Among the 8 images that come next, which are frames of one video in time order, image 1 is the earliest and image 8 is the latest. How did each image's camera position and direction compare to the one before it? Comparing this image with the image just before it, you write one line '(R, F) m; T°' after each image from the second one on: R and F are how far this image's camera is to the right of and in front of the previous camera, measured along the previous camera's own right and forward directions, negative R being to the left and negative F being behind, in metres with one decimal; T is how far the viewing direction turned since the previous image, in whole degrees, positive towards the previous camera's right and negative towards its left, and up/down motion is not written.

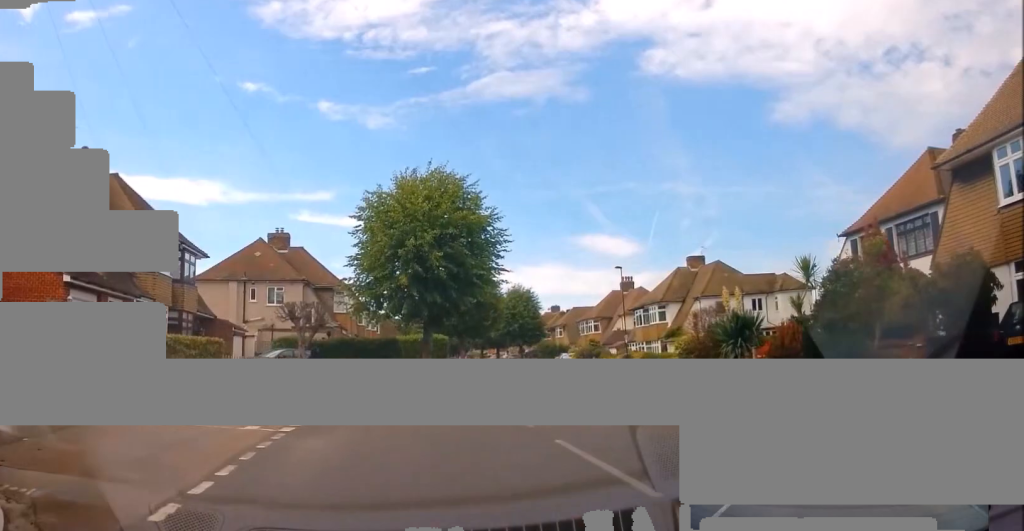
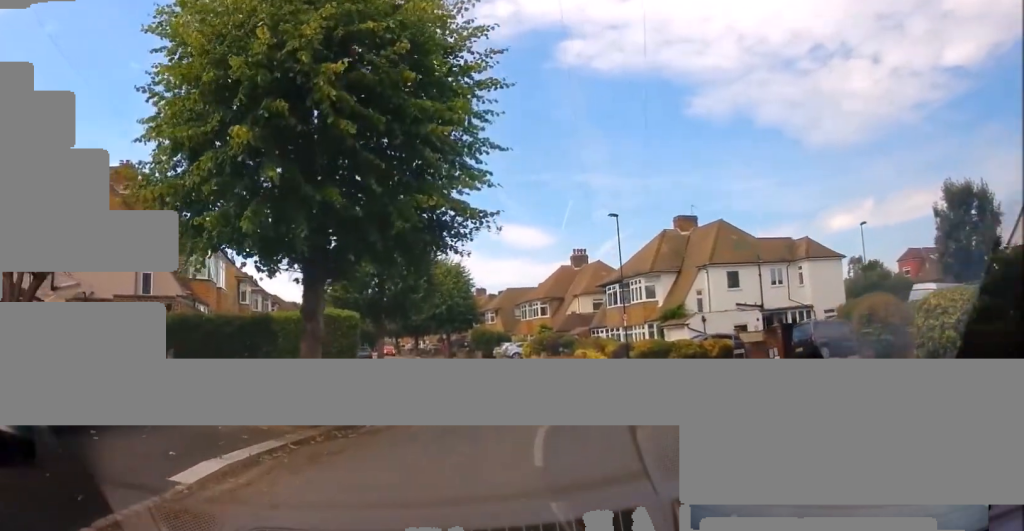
(+1.3, +15.5) m; +9°
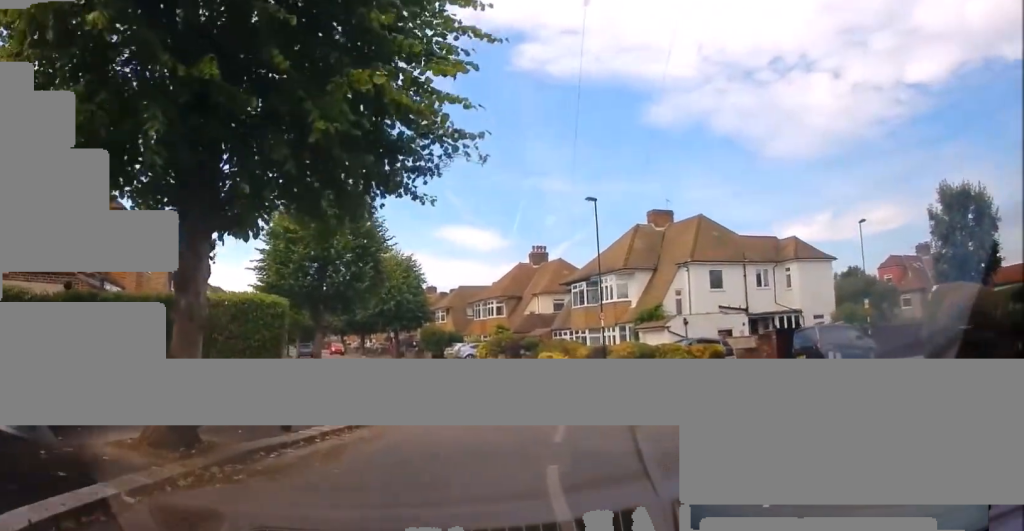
(+0.1, +4.0) m; +2°
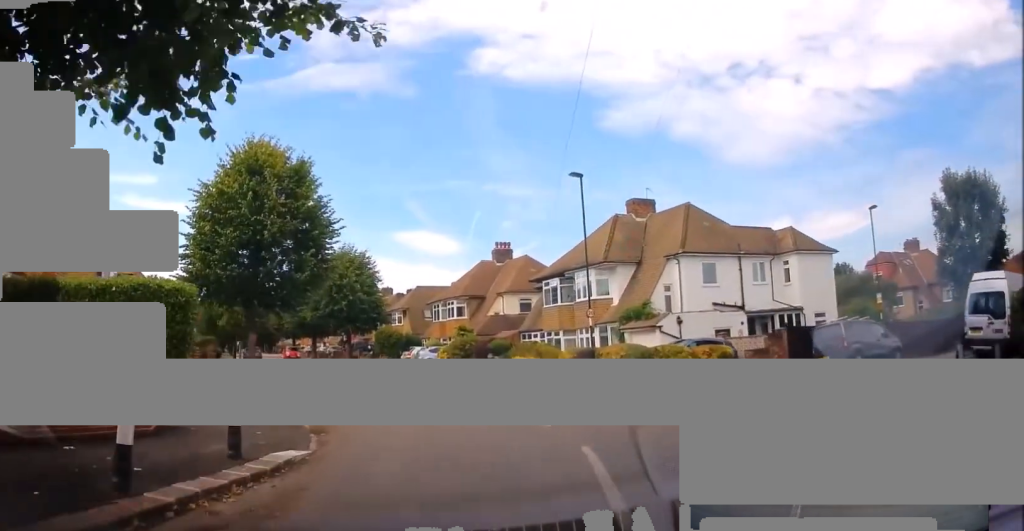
(+0.3, +4.6) m; 0°
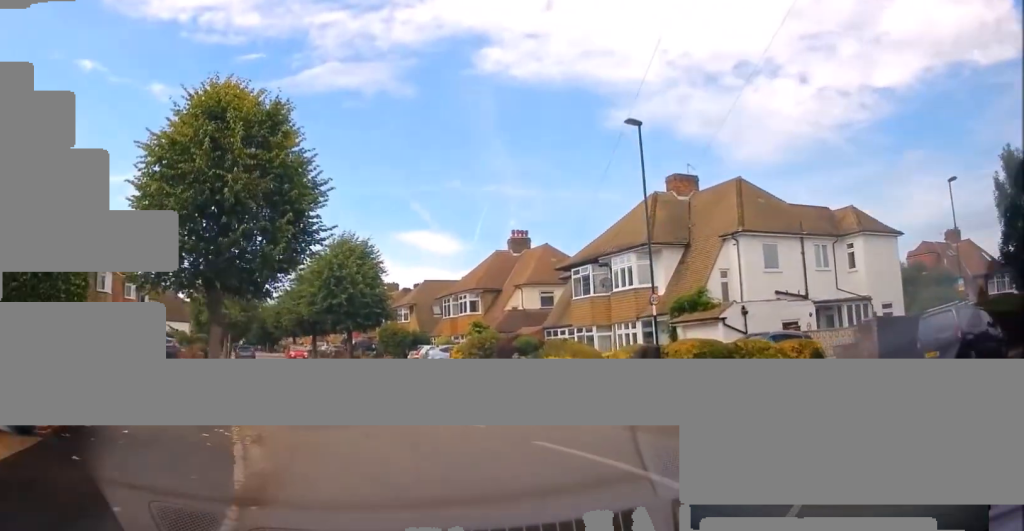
(-0.4, +5.6) m; 0°
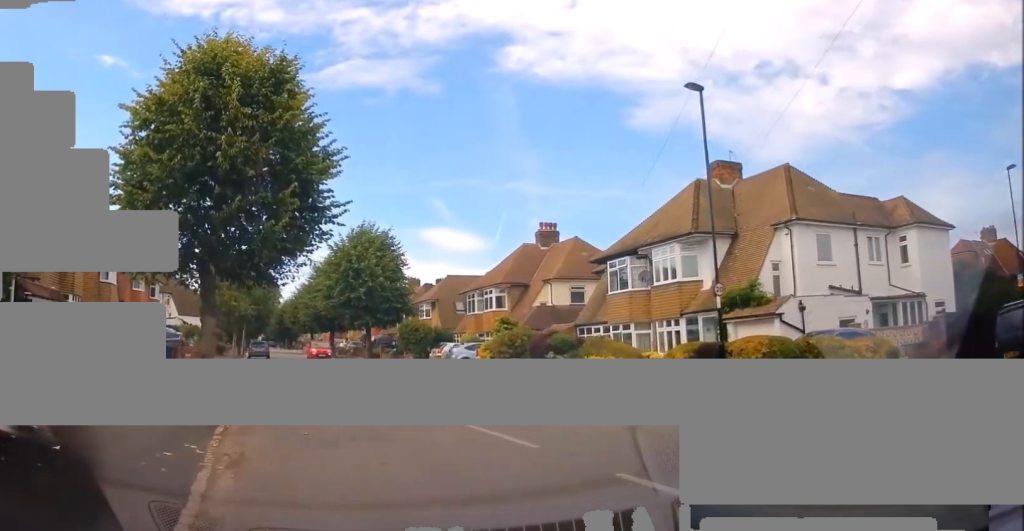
(+0.3, +2.7) m; 0°
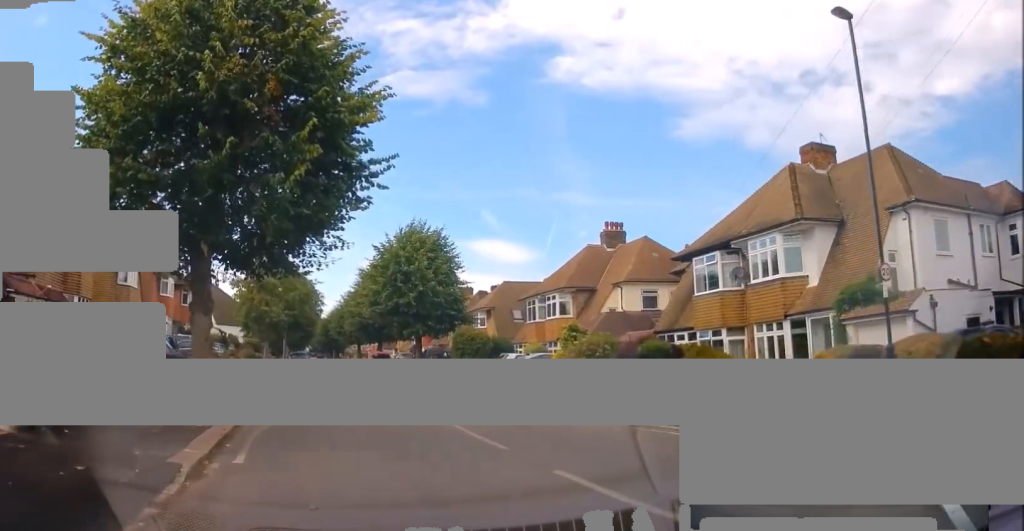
(+0.1, +4.5) m; -2°
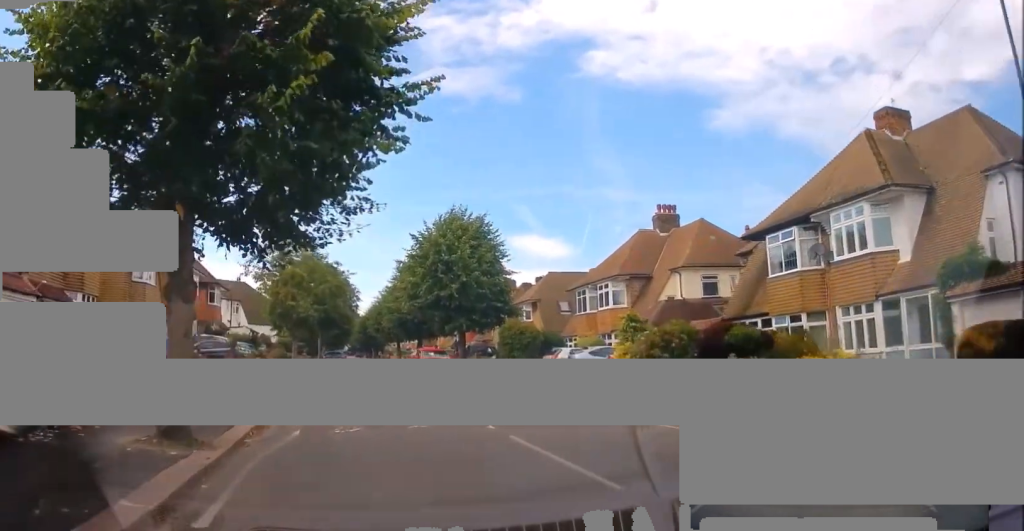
(-0.2, +3.3) m; -3°
